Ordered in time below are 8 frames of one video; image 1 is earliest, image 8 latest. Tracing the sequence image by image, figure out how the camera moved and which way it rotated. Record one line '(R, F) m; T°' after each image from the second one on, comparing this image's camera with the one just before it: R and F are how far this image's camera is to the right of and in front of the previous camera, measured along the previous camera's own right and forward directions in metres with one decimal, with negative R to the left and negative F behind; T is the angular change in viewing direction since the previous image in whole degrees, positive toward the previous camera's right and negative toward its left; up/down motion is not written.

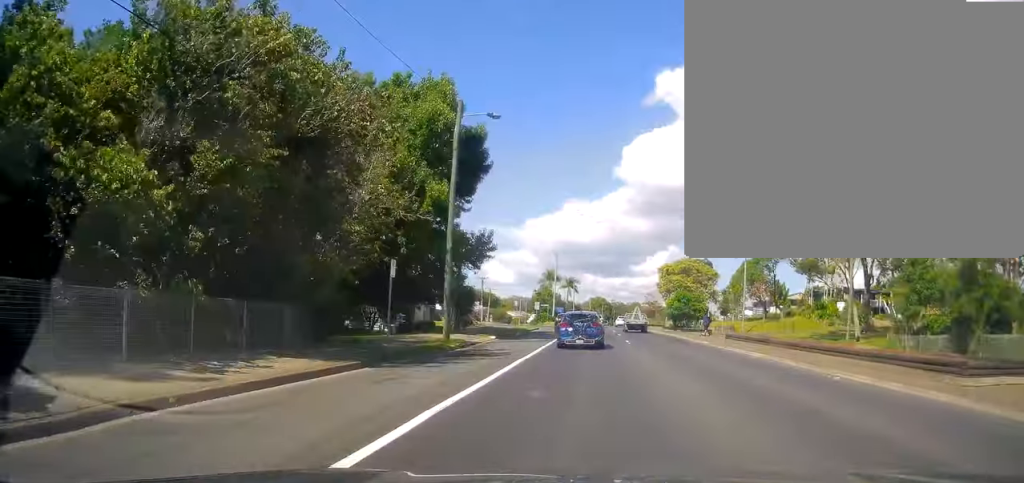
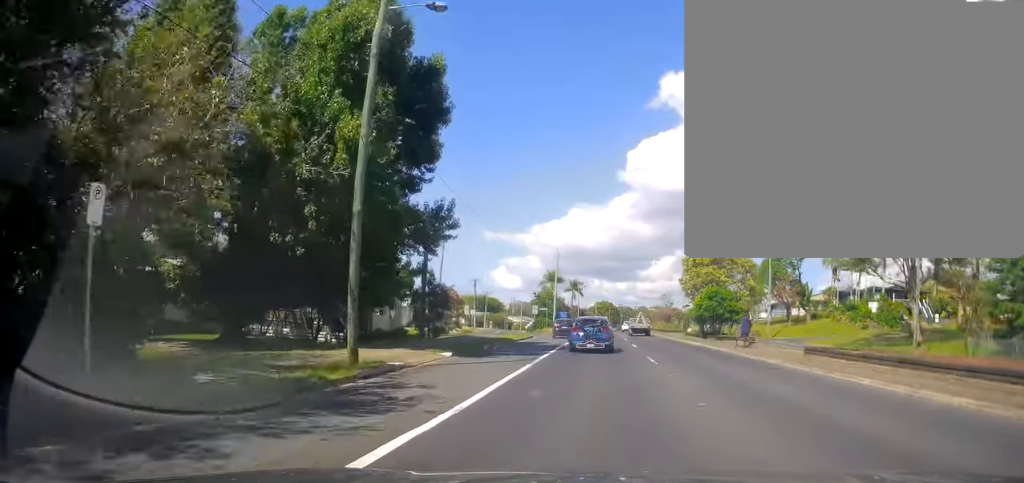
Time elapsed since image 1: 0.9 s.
(+0.1, +10.3) m; +4°
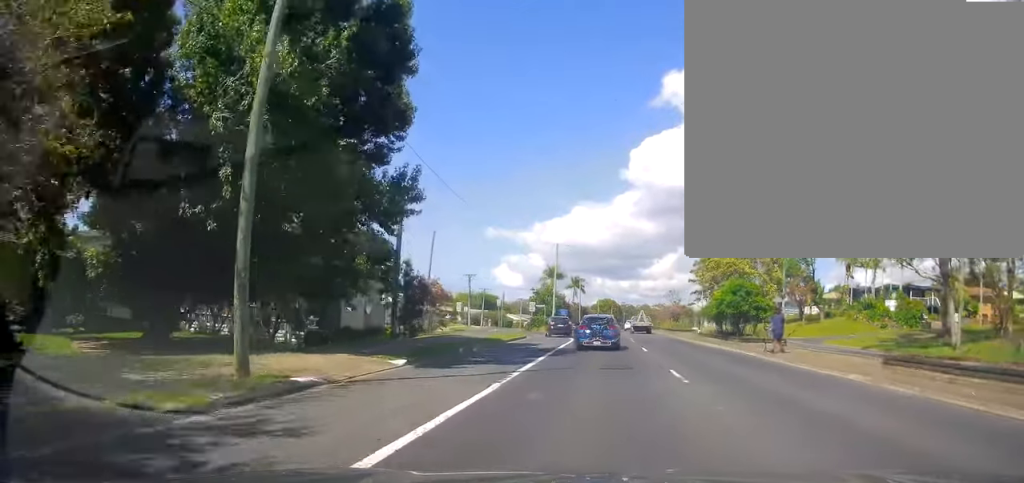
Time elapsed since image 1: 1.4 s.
(+0.5, +5.2) m; -1°
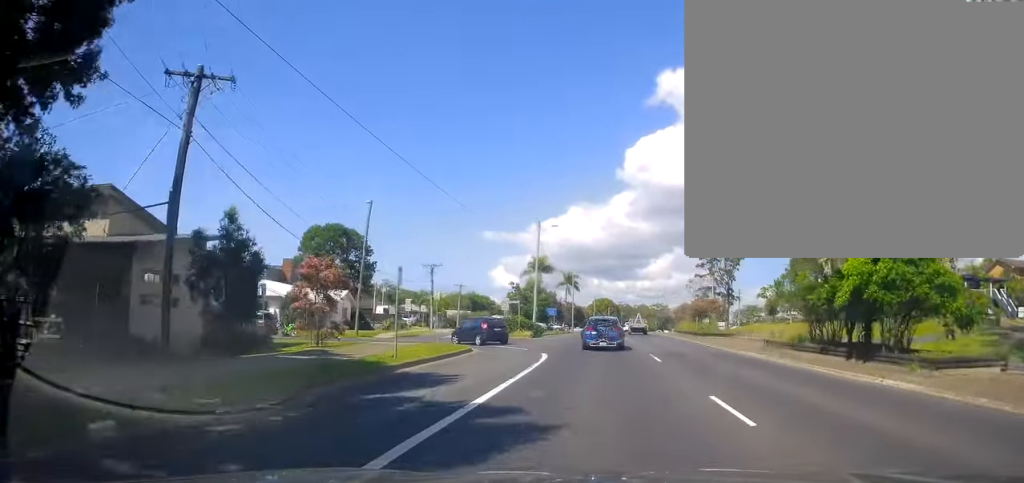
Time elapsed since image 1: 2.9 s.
(-1.1, +16.5) m; -4°
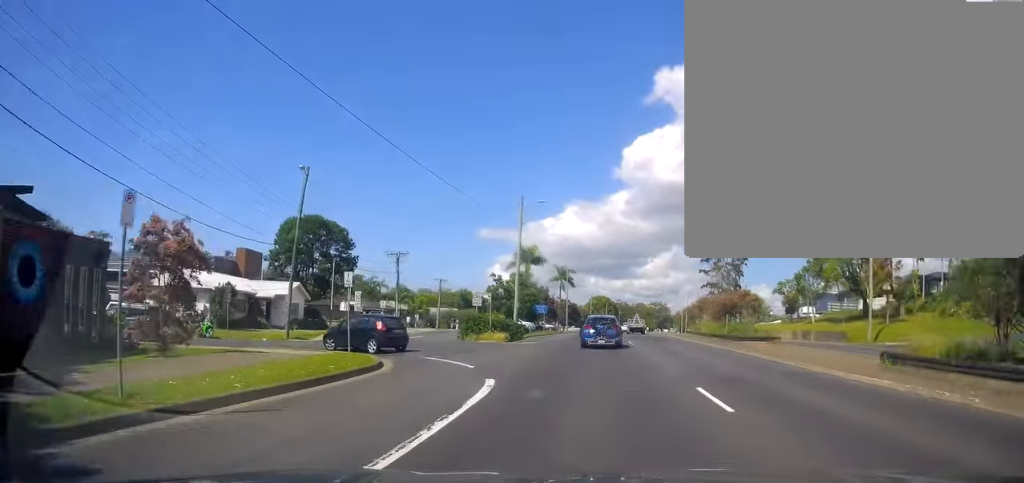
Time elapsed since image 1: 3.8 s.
(+0.6, +10.3) m; +5°
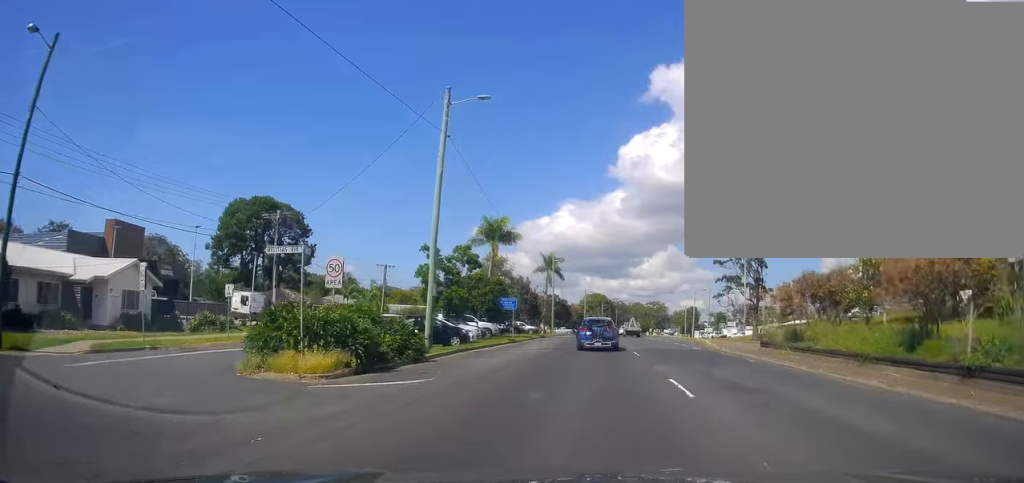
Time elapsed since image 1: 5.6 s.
(-0.3, +21.0) m; -1°
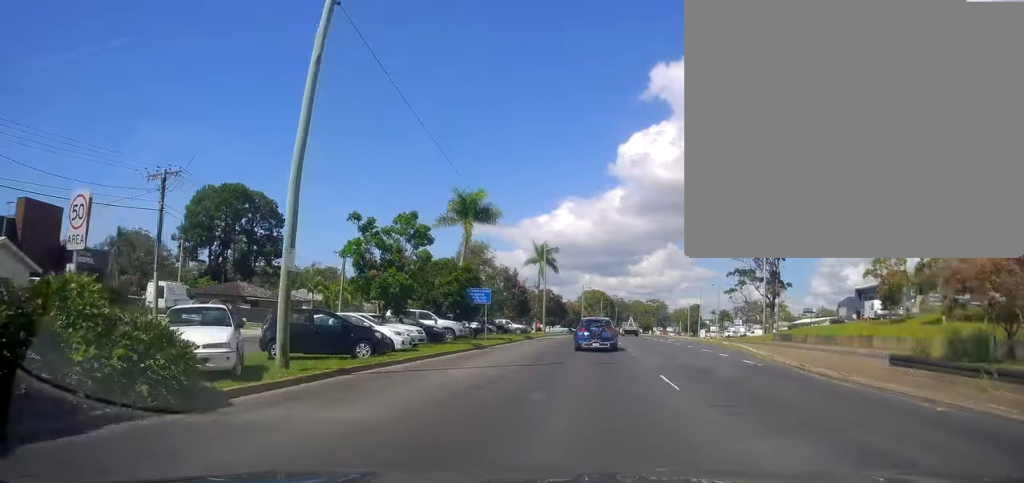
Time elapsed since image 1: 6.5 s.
(+0.3, +10.8) m; +1°
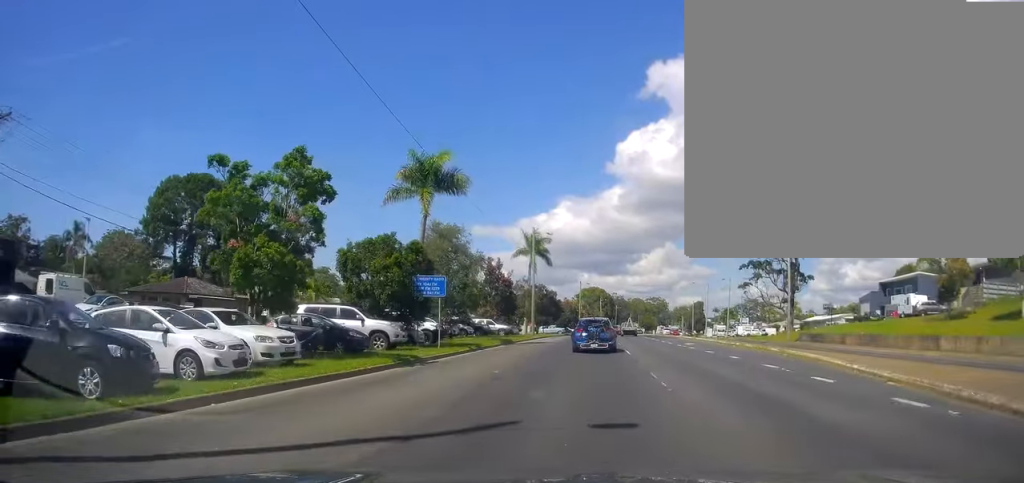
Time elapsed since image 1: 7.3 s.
(+0.1, +10.4) m; -1°
